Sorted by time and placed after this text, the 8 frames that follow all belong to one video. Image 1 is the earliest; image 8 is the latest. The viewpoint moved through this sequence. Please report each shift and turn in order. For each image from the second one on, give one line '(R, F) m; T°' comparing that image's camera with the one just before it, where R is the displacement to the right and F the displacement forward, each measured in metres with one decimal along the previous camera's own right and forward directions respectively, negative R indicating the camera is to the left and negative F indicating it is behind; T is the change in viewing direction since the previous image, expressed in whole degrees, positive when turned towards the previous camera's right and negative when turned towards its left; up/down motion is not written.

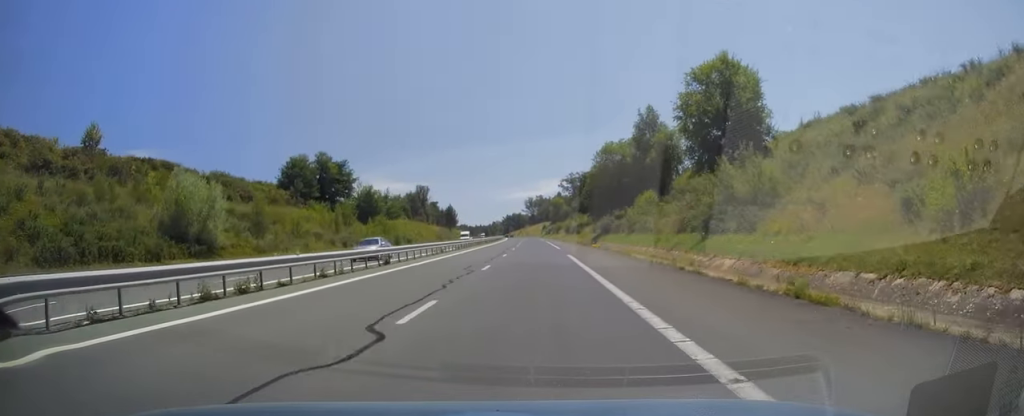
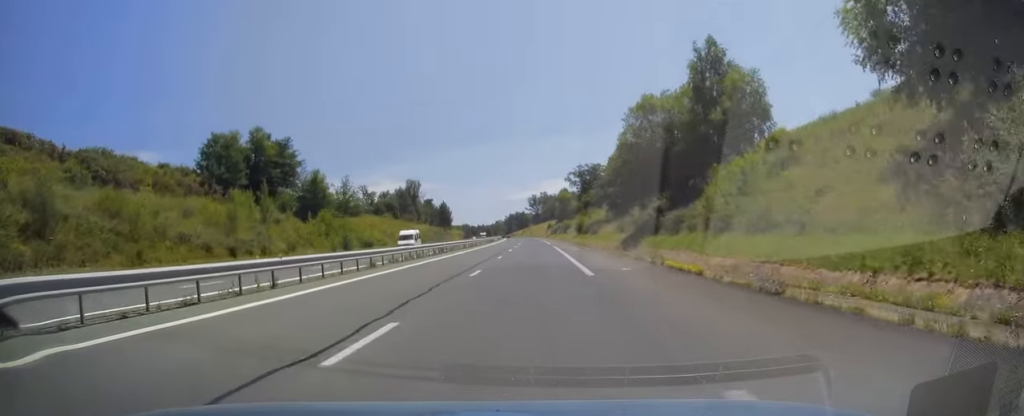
(-0.4, +28.9) m; -1°
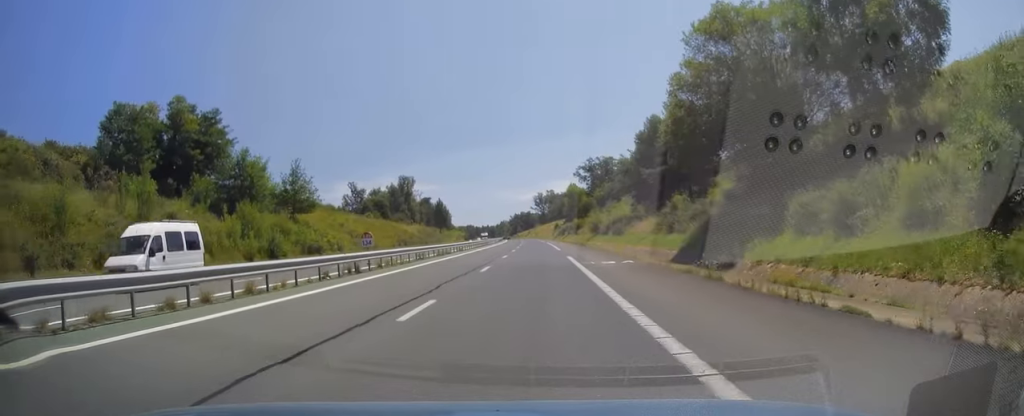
(0.0, +22.6) m; 0°
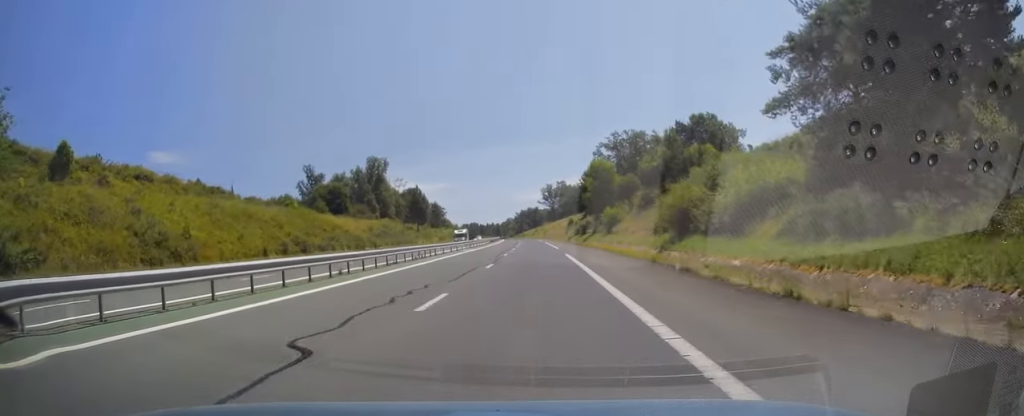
(-0.5, +50.9) m; -1°
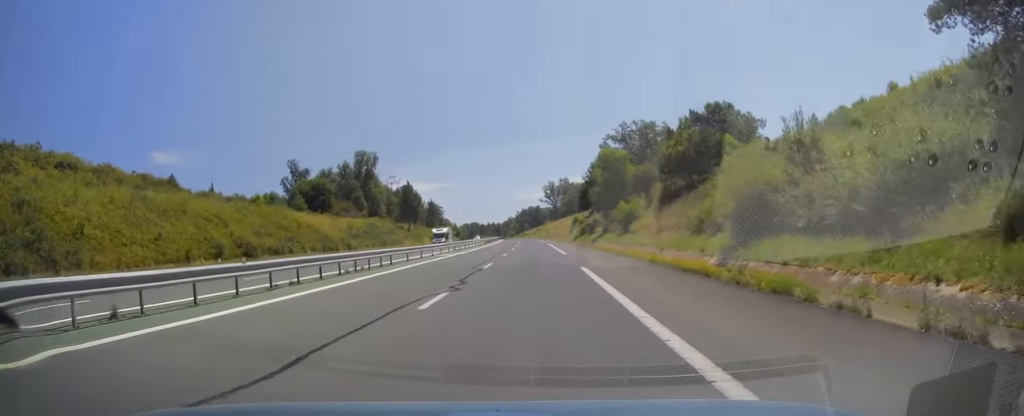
(-0.1, +12.7) m; 0°
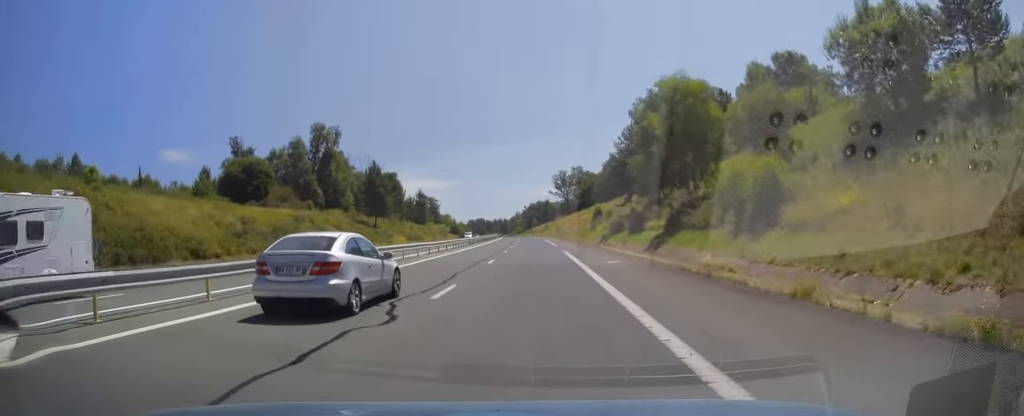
(0.0, +37.2) m; 0°
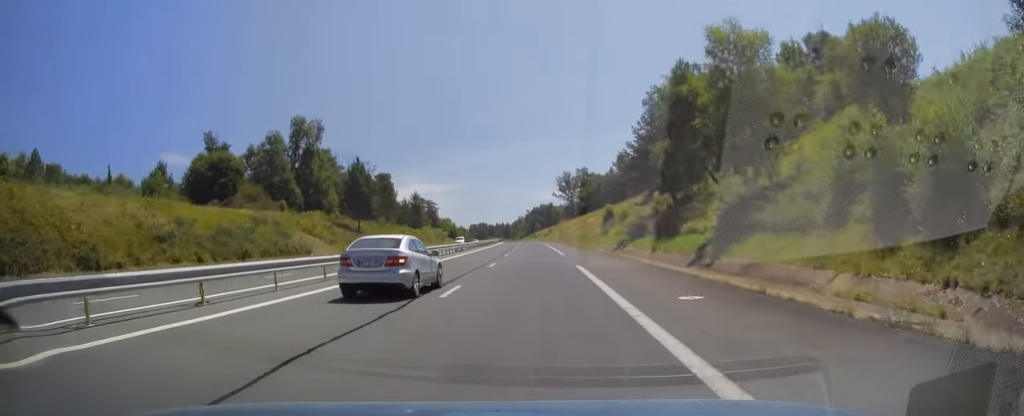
(0.0, +12.2) m; 0°
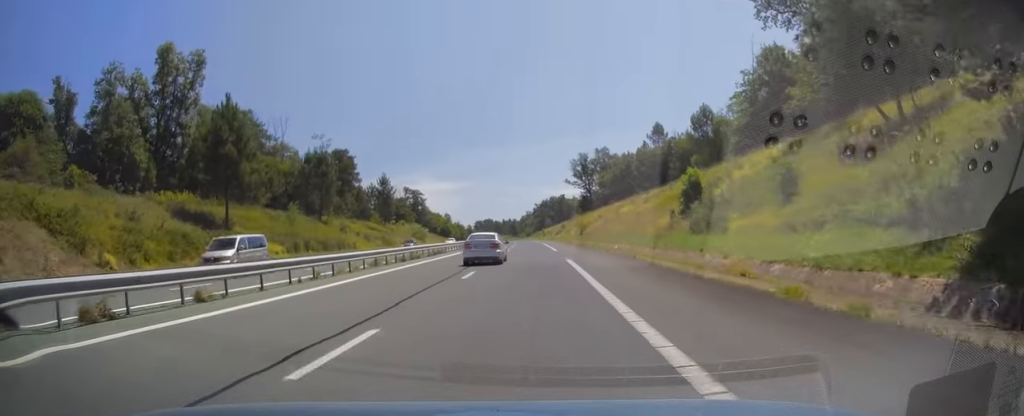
(-0.3, +46.7) m; -1°
